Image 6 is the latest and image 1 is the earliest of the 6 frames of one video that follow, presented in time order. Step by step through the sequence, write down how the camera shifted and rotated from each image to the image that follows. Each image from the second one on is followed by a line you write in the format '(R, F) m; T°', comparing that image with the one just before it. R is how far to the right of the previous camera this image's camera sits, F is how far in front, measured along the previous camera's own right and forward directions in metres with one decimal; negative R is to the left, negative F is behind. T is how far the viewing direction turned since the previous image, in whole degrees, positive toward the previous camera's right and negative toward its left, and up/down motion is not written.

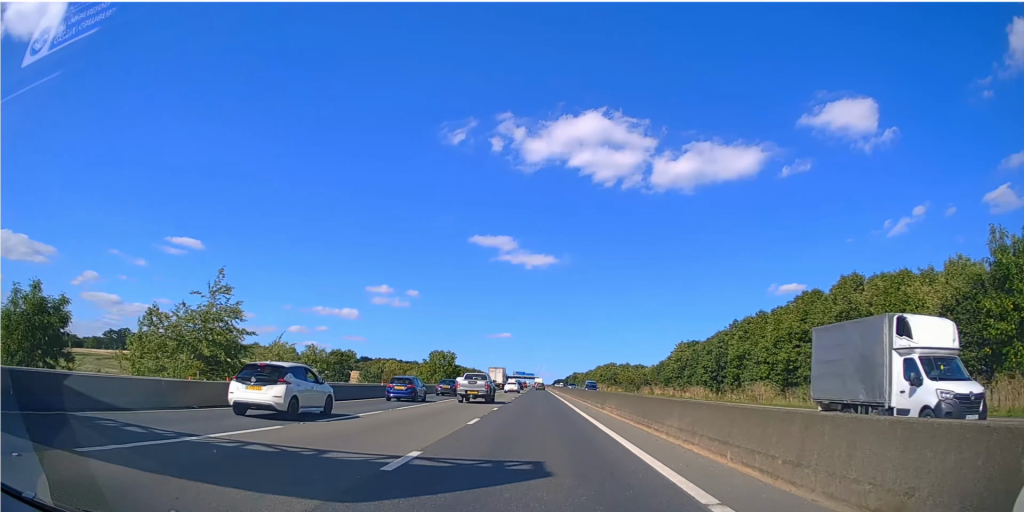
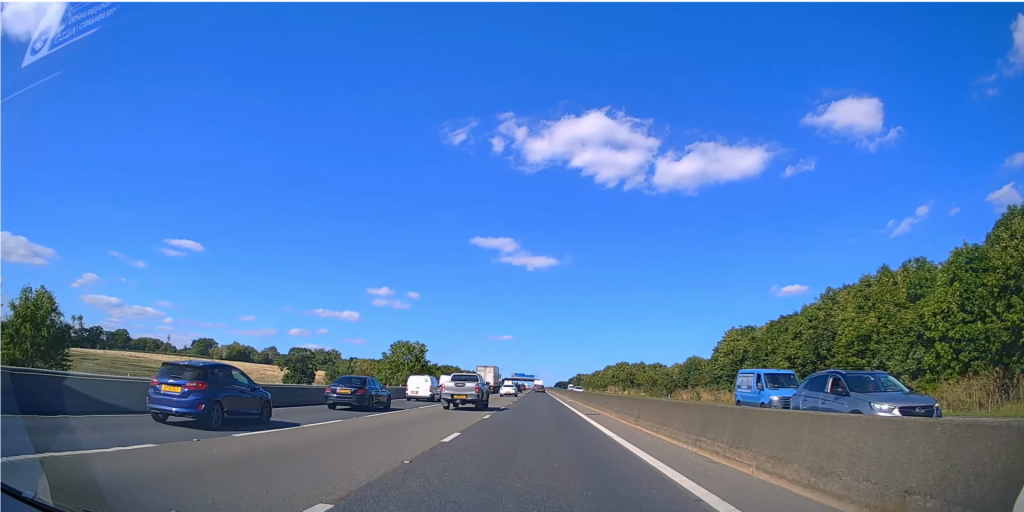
(-0.1, +29.6) m; -1°
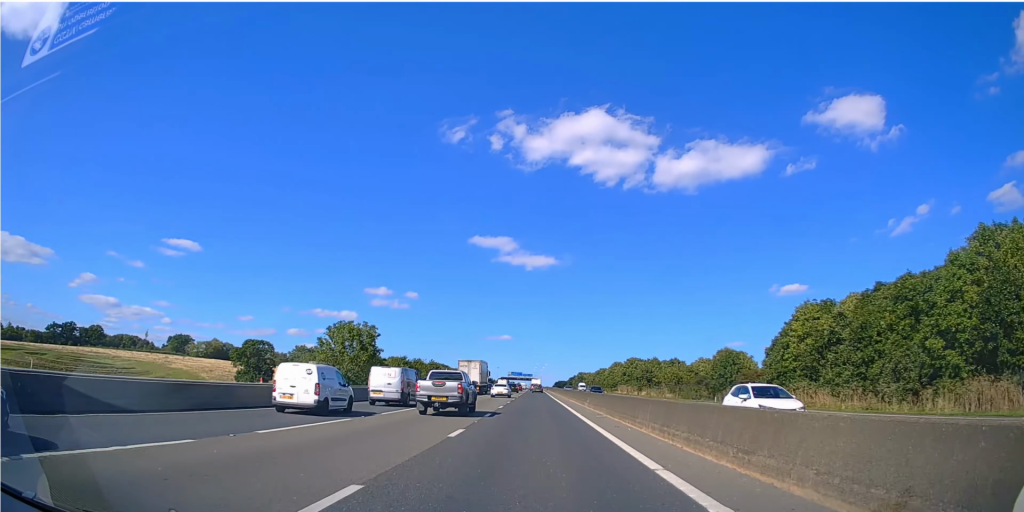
(-0.2, +25.2) m; 0°
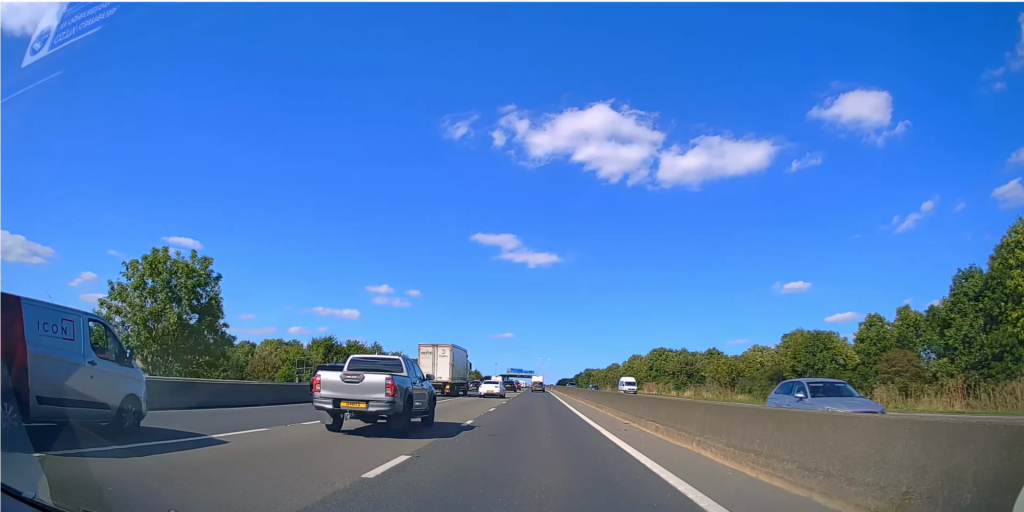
(+0.3, +34.6) m; +1°
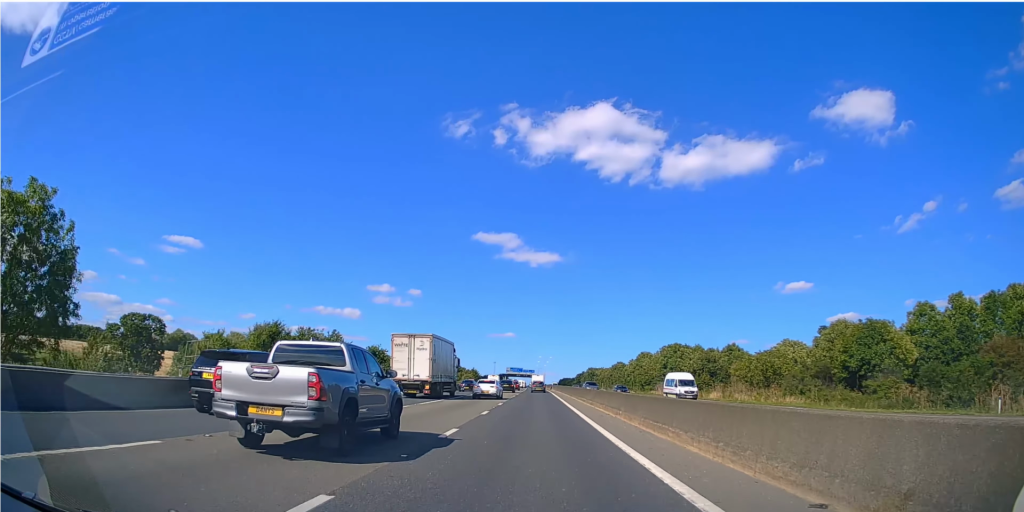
(0.0, +13.6) m; 0°
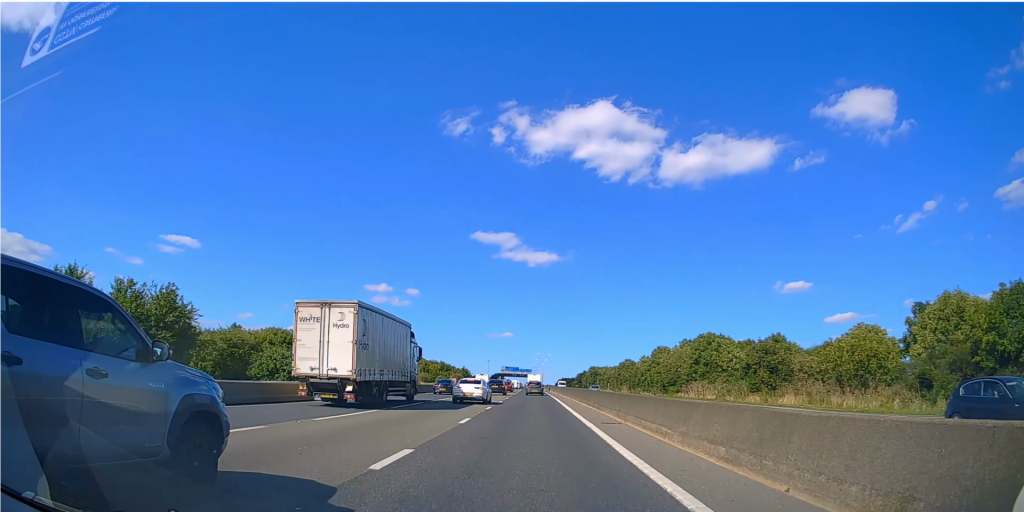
(-0.2, +25.1) m; 0°
